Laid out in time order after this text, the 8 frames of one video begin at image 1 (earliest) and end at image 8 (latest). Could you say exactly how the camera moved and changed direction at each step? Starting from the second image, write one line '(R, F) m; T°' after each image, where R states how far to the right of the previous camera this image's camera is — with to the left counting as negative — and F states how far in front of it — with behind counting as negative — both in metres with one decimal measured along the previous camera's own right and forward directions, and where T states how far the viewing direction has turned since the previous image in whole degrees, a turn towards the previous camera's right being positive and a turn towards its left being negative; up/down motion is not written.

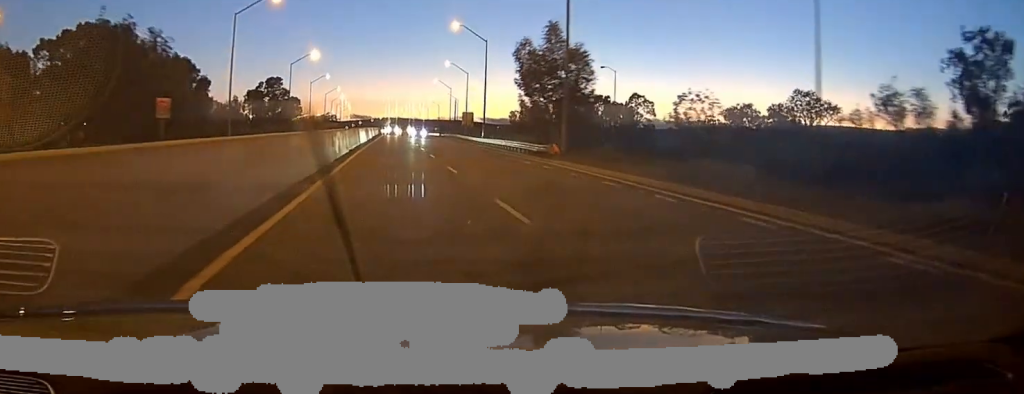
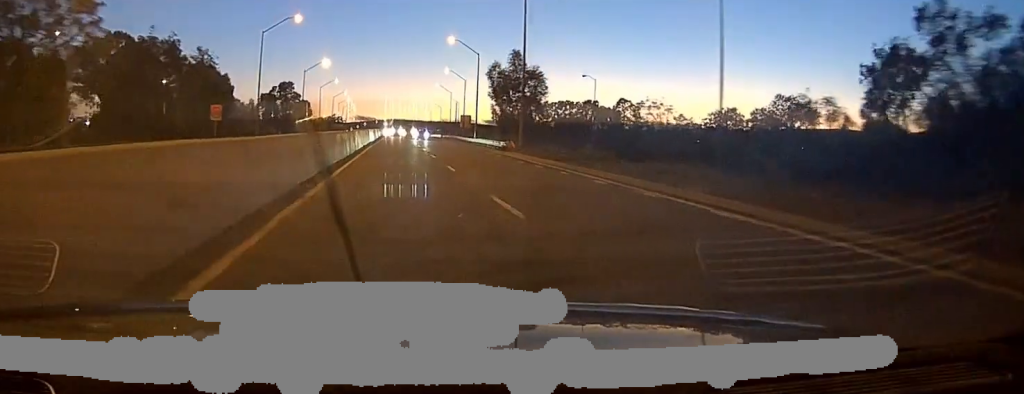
(0.0, +13.1) m; 0°
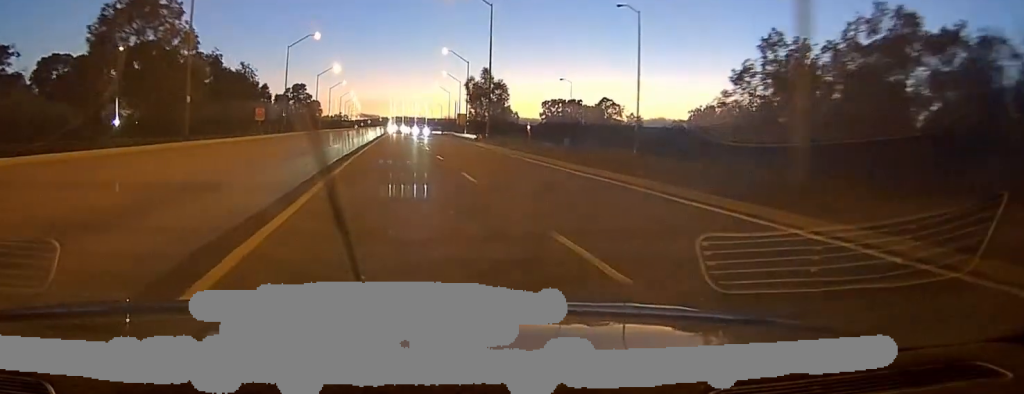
(0.0, +18.5) m; 0°
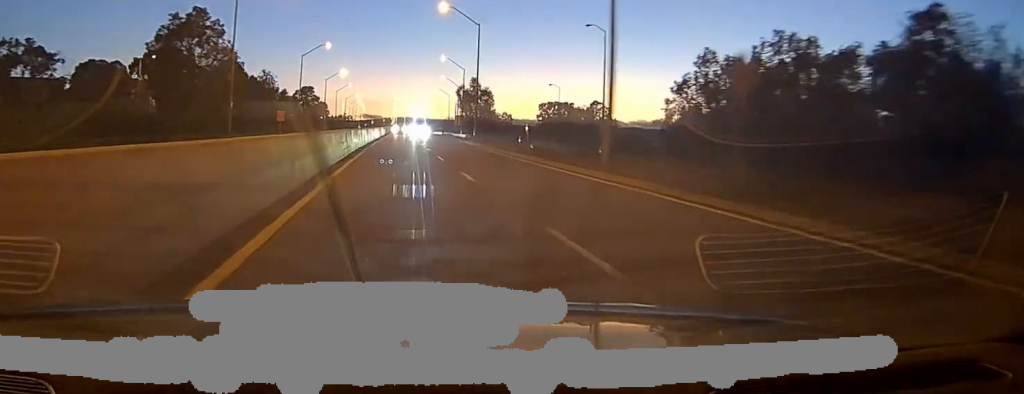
(0.0, +12.3) m; 0°
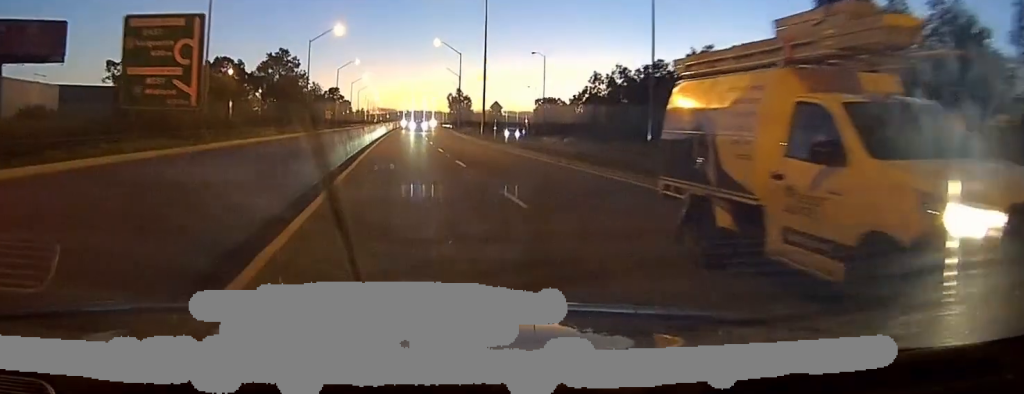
(-0.9, +41.0) m; -1°
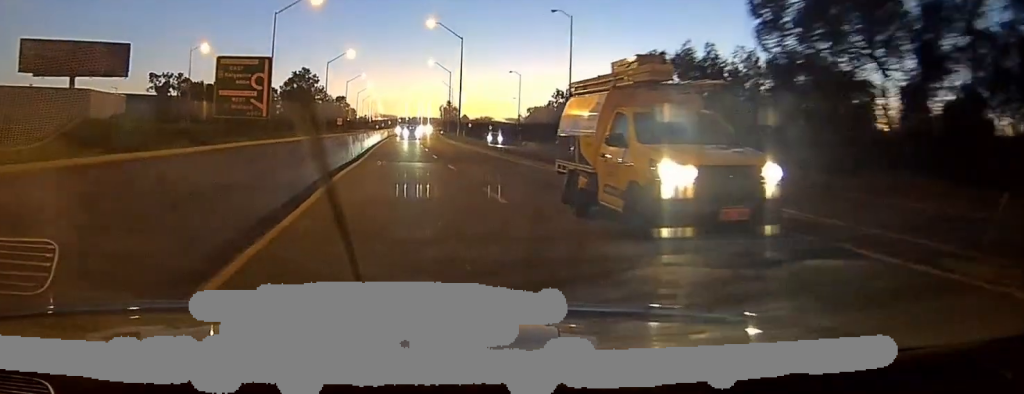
(+0.2, +24.6) m; 0°
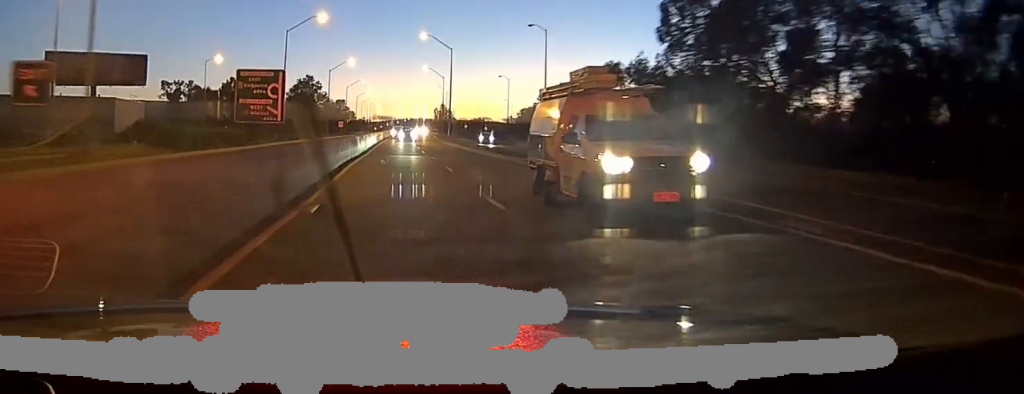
(0.0, +11.4) m; 0°
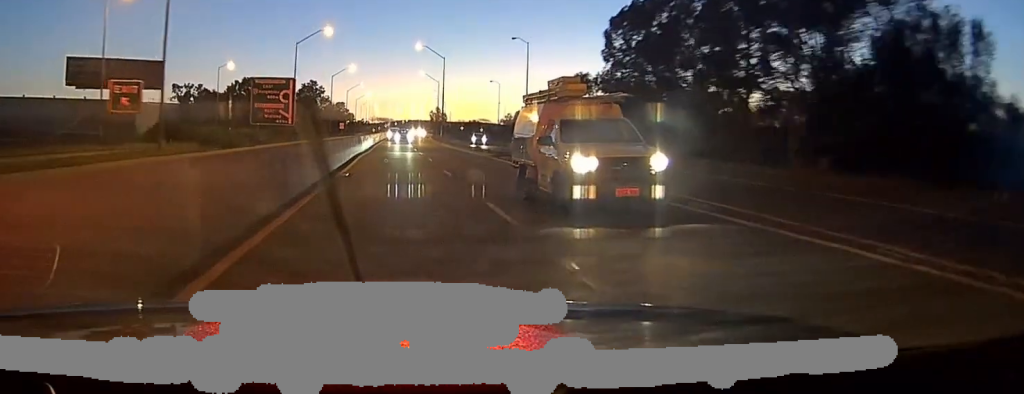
(-0.2, +10.6) m; 0°
